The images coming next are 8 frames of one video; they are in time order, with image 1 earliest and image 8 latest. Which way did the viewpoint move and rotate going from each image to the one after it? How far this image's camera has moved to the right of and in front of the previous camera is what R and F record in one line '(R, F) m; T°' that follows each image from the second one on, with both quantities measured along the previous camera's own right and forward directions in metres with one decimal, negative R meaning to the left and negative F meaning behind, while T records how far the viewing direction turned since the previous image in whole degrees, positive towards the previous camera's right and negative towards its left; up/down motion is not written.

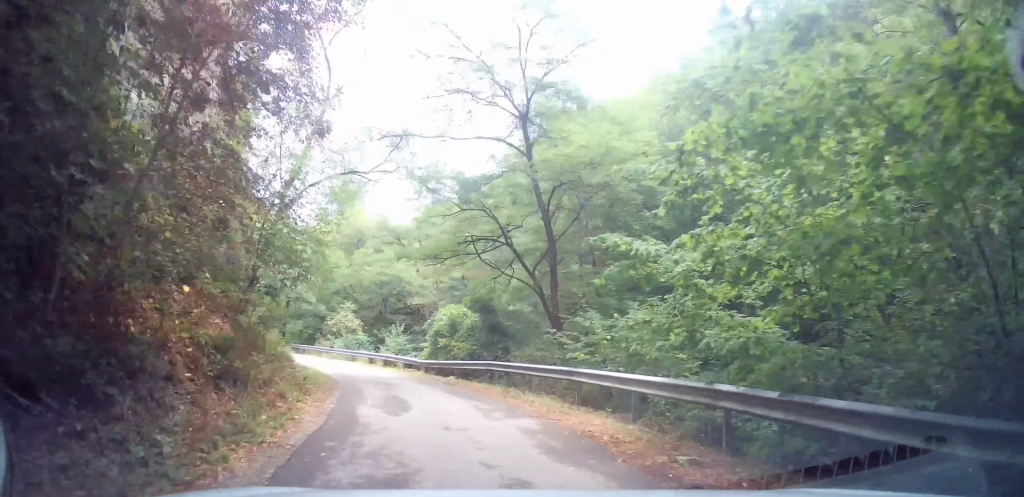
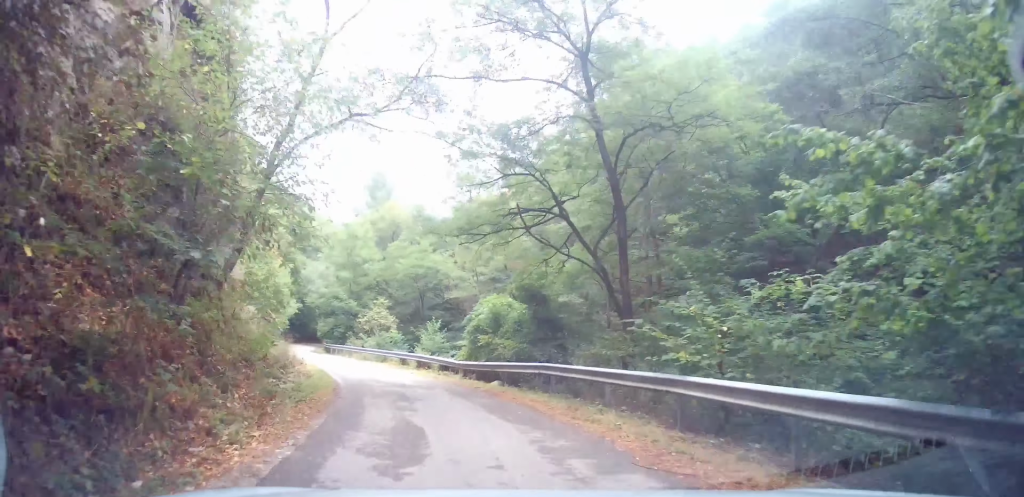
(-0.1, +4.1) m; -3°
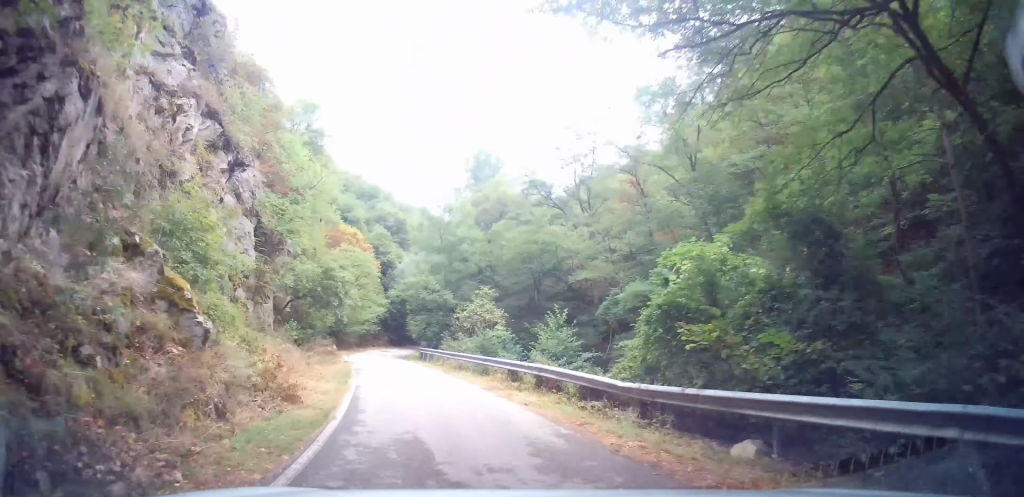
(-0.7, +11.2) m; -13°
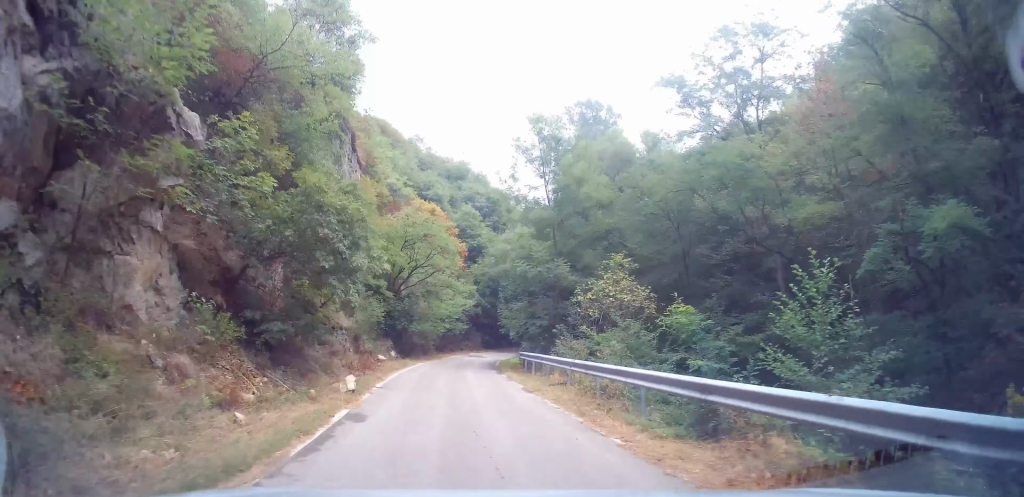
(-1.8, +13.3) m; -9°
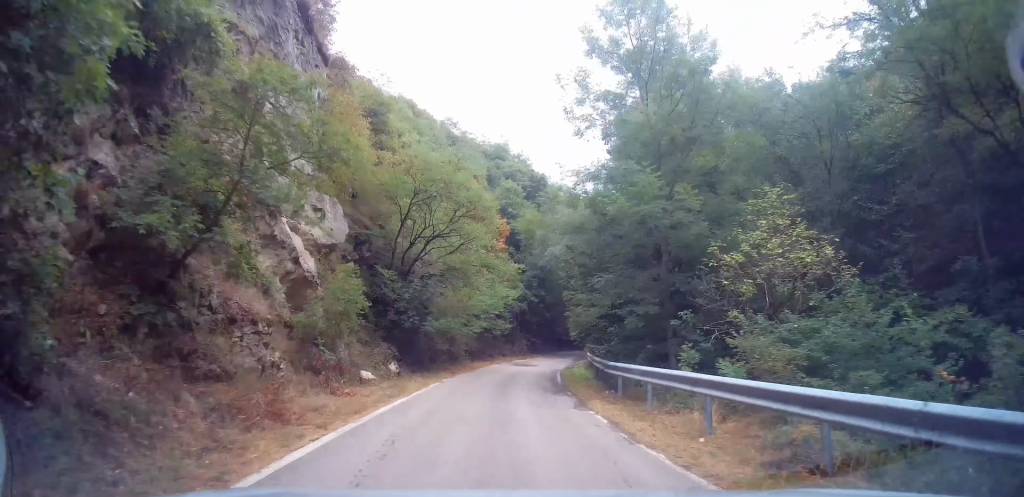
(0.0, +10.2) m; -2°
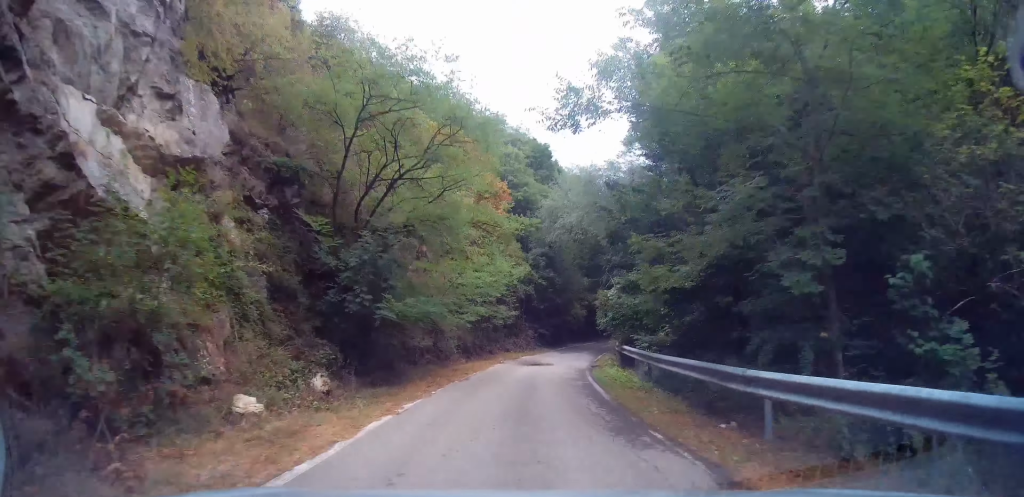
(-0.2, +7.3) m; -2°
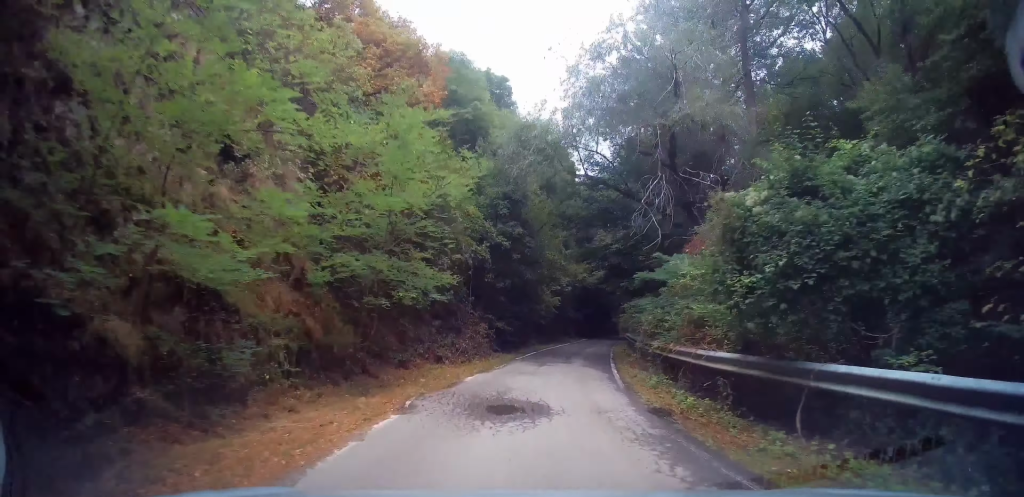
(0.0, +15.0) m; +4°
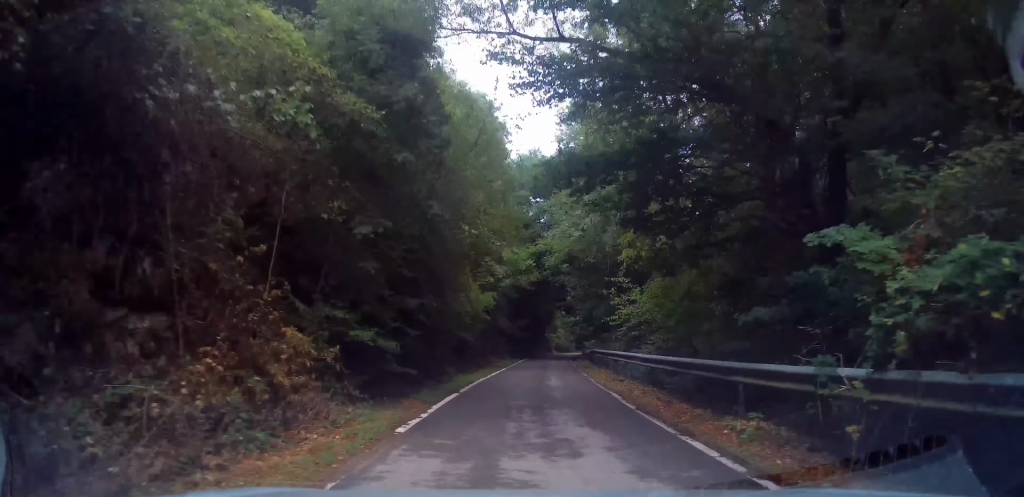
(+1.2, +14.3) m; +6°
